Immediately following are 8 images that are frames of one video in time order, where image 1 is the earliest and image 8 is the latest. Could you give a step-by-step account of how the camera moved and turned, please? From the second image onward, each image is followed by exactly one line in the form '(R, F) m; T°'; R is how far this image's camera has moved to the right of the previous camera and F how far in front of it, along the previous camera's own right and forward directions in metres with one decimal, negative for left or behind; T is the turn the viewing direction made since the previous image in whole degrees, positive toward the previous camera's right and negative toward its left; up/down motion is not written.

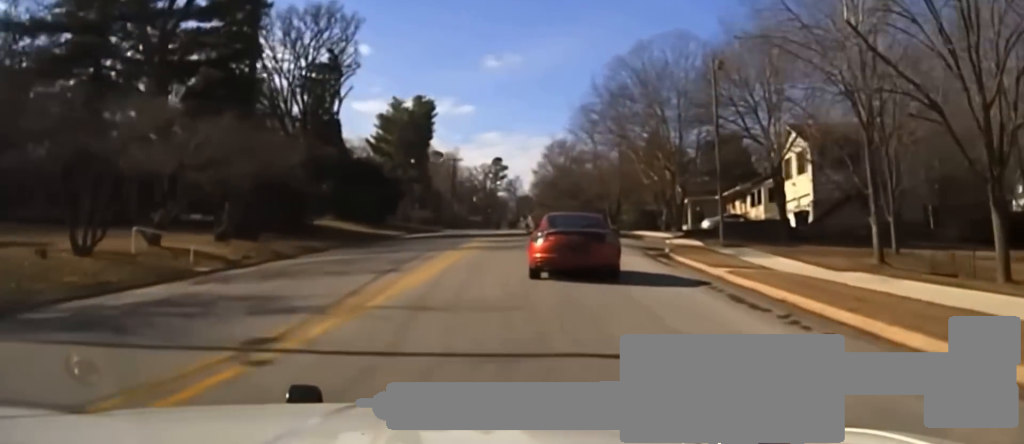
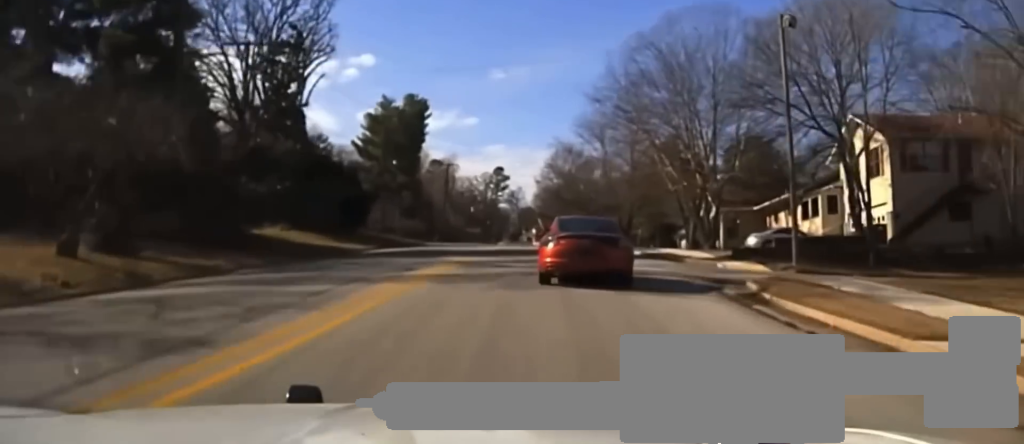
(+0.2, +11.7) m; +1°
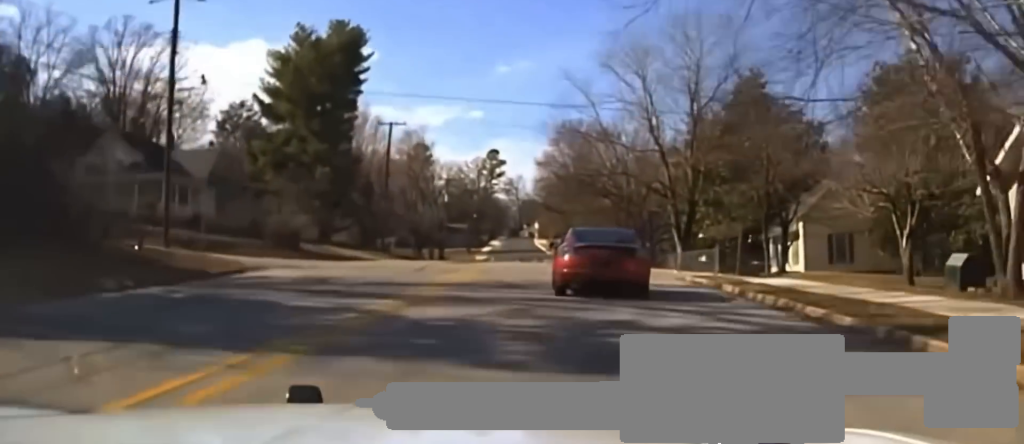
(+0.6, +45.9) m; +1°
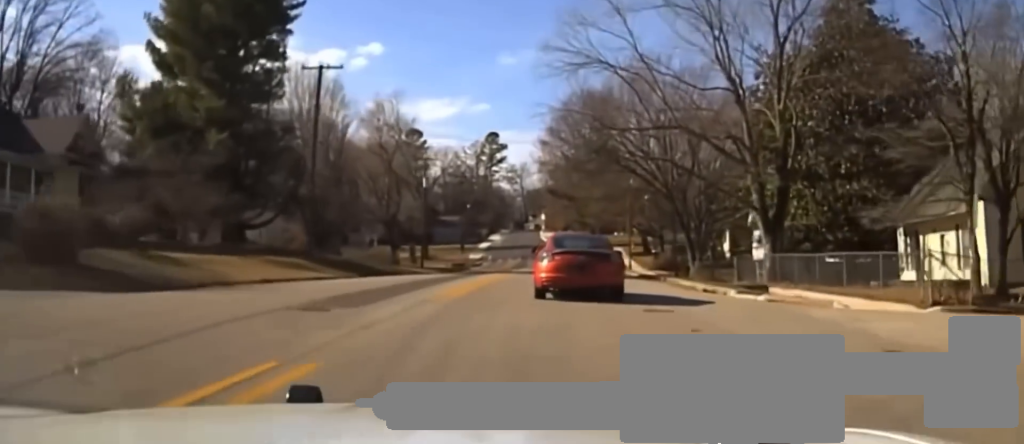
(0.0, +25.0) m; 0°
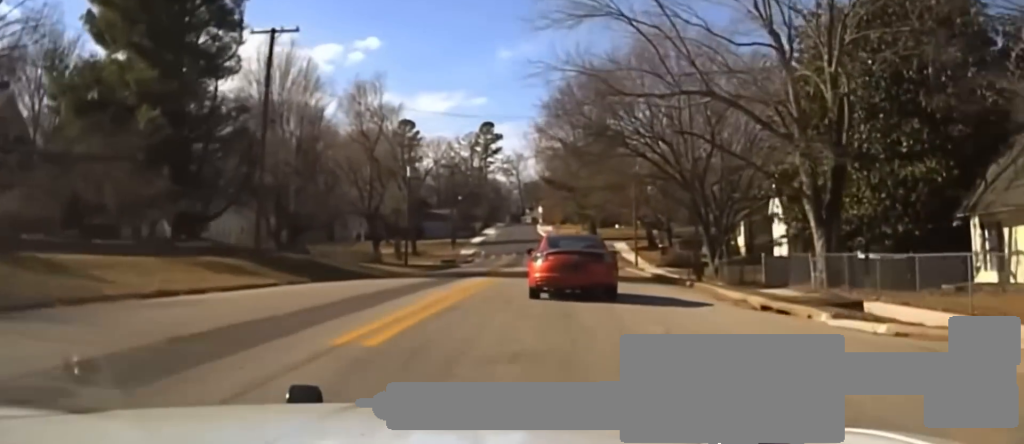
(0.0, +8.4) m; 0°
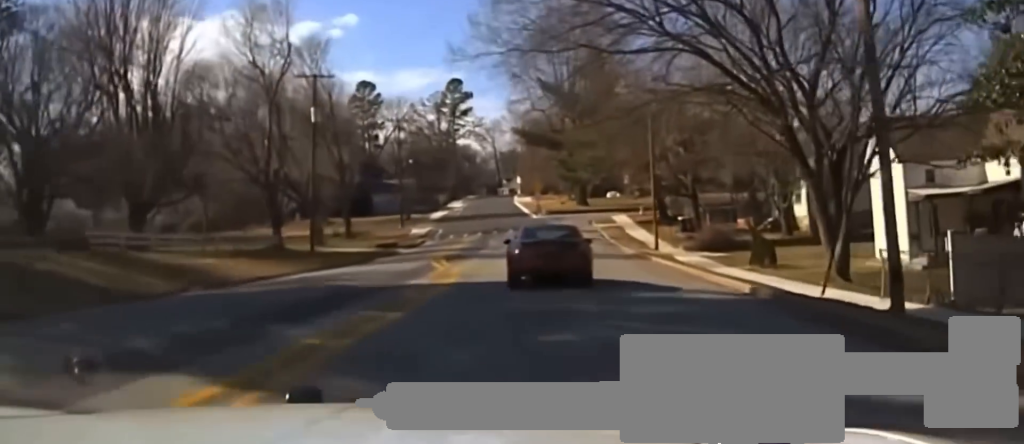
(-0.1, +26.4) m; -1°
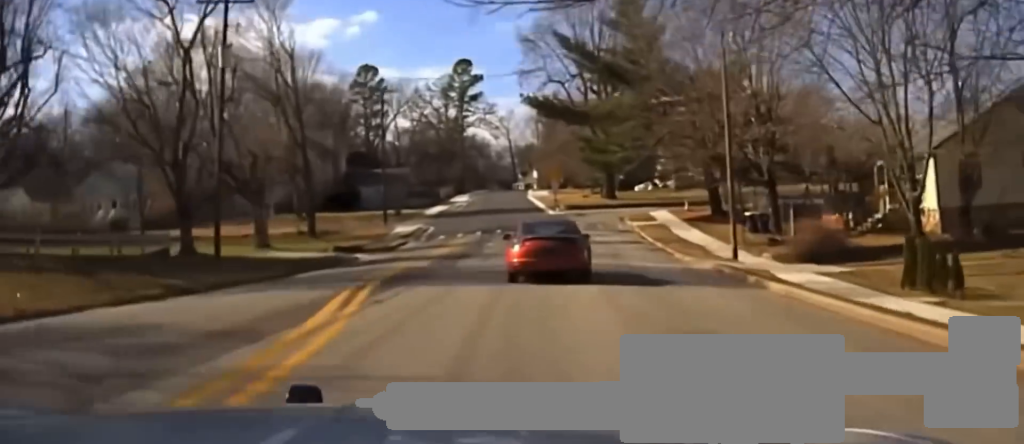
(-0.1, +15.6) m; -1°
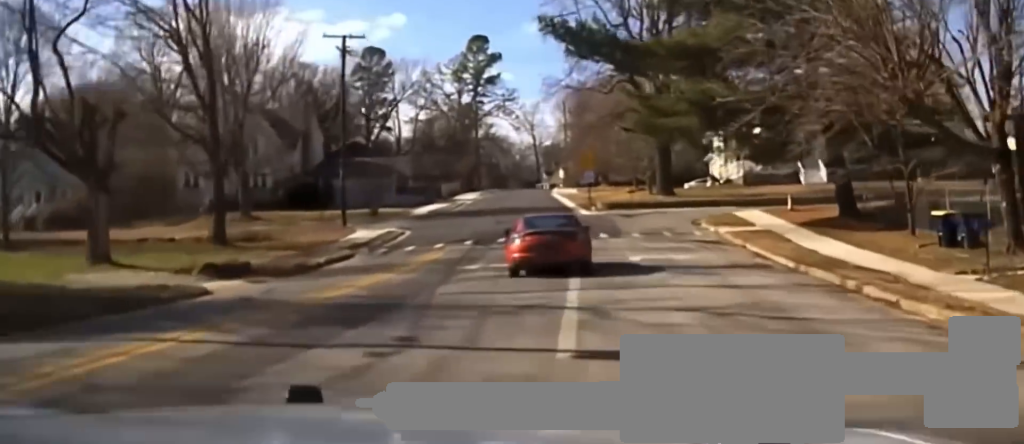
(-0.4, +19.4) m; -1°
